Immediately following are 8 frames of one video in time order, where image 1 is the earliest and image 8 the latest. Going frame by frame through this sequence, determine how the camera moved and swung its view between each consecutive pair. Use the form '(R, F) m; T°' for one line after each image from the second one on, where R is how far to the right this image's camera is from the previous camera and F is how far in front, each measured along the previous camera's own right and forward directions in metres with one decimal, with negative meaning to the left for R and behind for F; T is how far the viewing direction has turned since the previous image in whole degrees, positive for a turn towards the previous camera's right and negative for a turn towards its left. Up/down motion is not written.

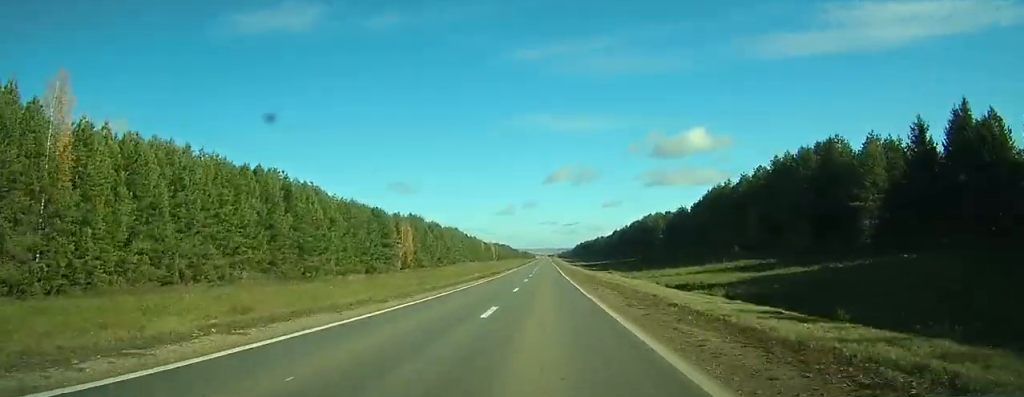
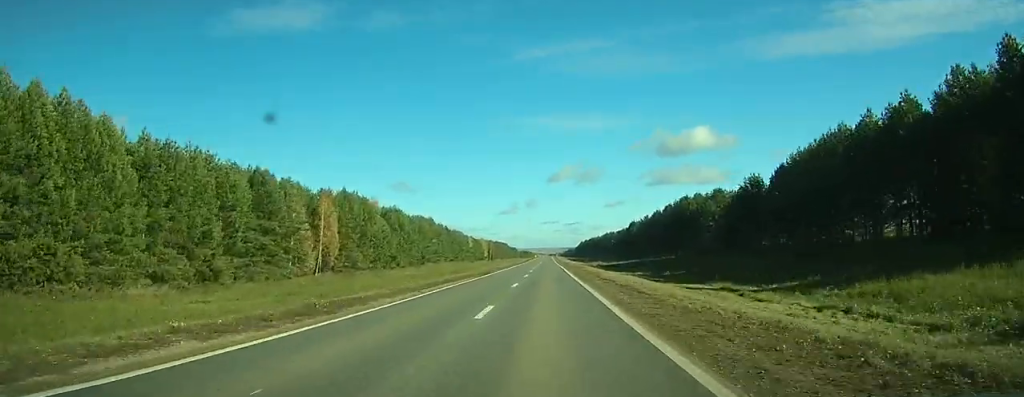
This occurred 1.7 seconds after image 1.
(-0.1, +51.5) m; 0°
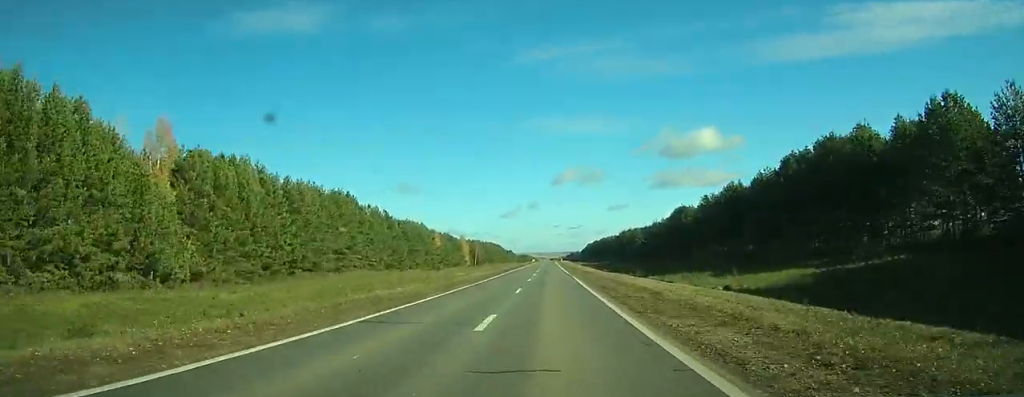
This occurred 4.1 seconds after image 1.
(+0.1, +75.5) m; 0°
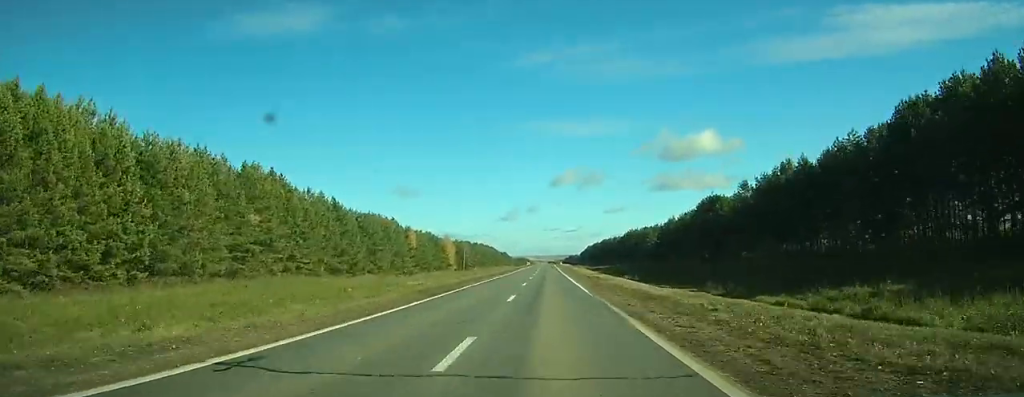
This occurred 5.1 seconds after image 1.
(-0.1, +26.2) m; 0°
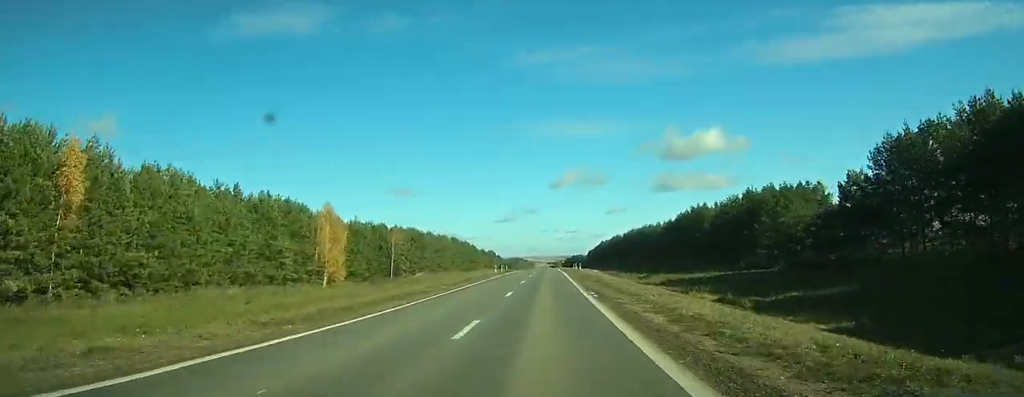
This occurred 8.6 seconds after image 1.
(0.0, +100.7) m; 0°
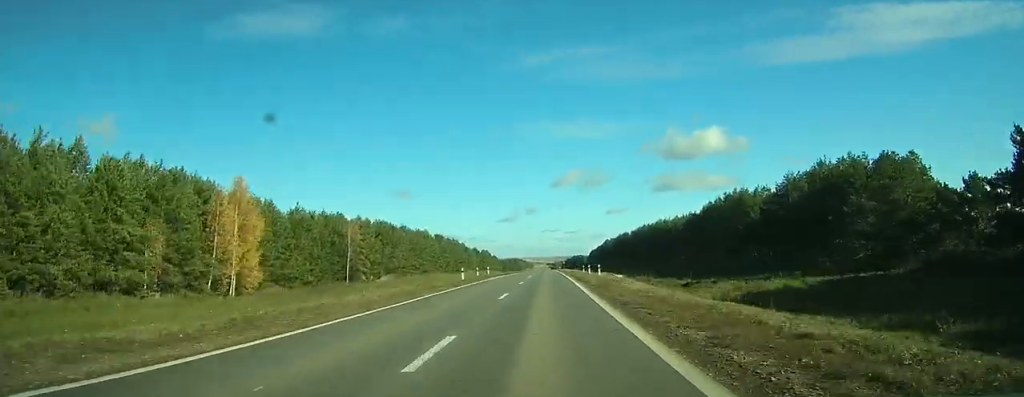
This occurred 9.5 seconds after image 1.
(0.0, +27.9) m; 0°
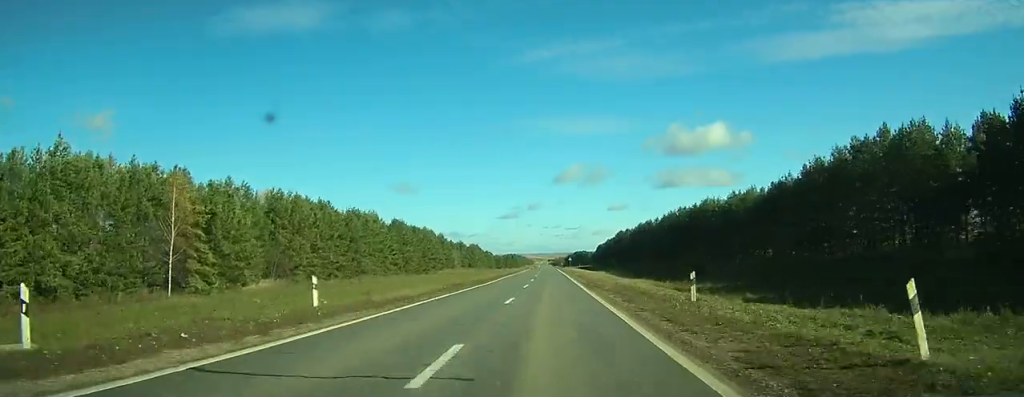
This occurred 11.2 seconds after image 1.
(-0.1, +52.4) m; 0°
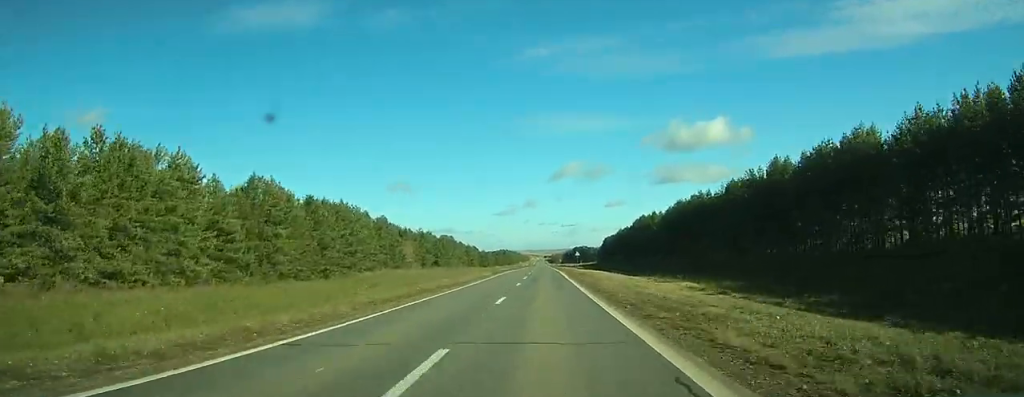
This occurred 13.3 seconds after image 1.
(+0.2, +68.5) m; 0°
